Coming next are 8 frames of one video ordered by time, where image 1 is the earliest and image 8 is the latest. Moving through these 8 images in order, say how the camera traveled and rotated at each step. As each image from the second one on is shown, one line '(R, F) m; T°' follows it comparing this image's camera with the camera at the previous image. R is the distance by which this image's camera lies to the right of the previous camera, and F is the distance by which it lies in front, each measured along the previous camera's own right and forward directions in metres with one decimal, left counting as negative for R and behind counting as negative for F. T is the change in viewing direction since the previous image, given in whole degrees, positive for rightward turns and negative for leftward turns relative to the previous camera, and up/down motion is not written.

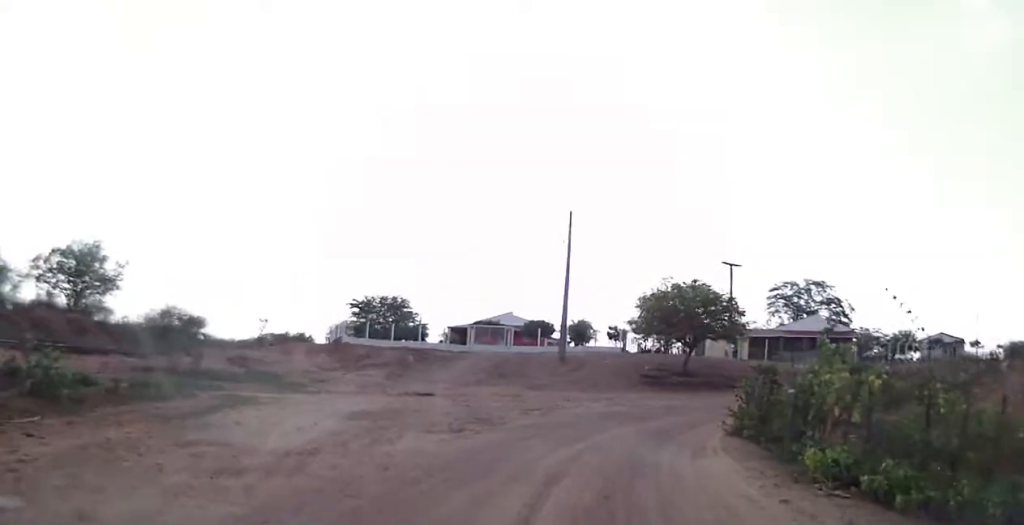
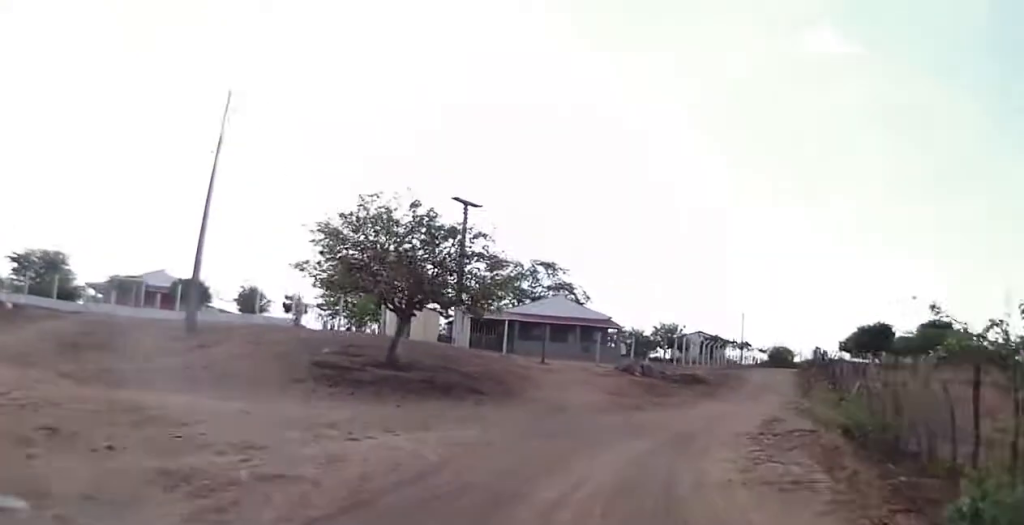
(+1.8, +18.2) m; +16°
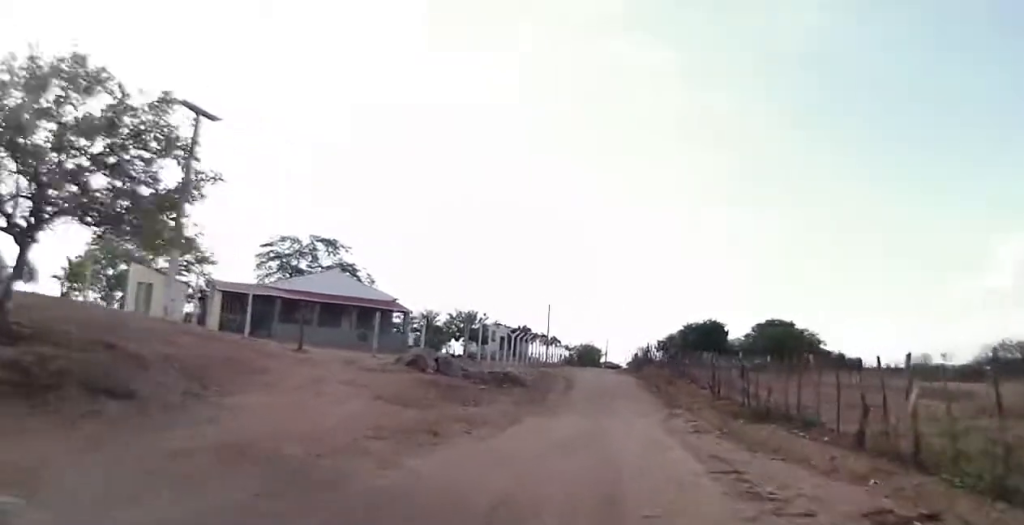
(+1.9, +10.4) m; +18°
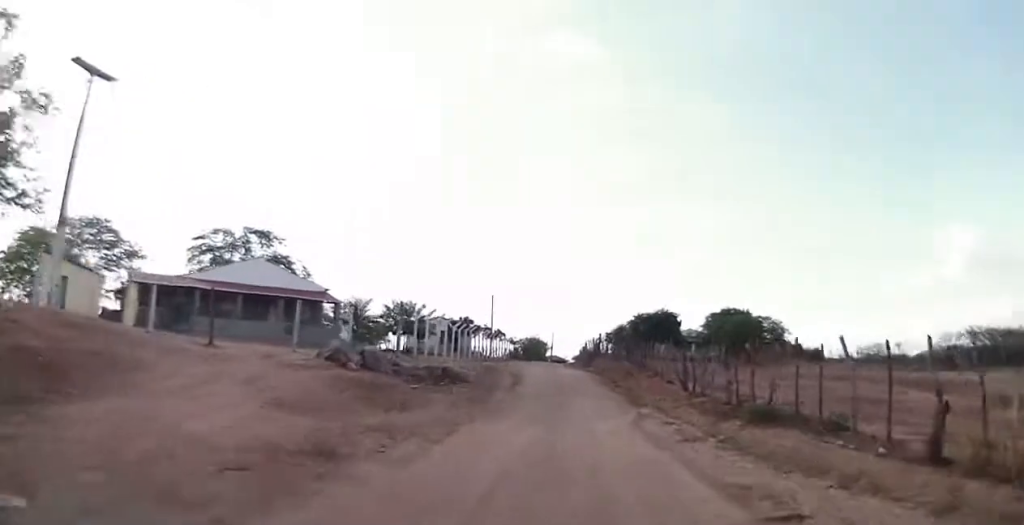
(+0.1, +3.5) m; +5°
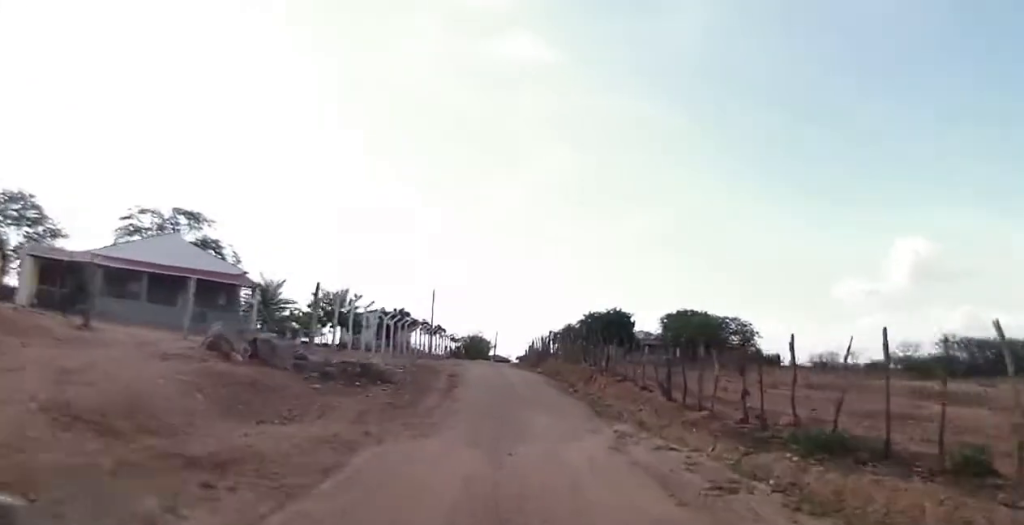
(+0.3, +4.8) m; +6°
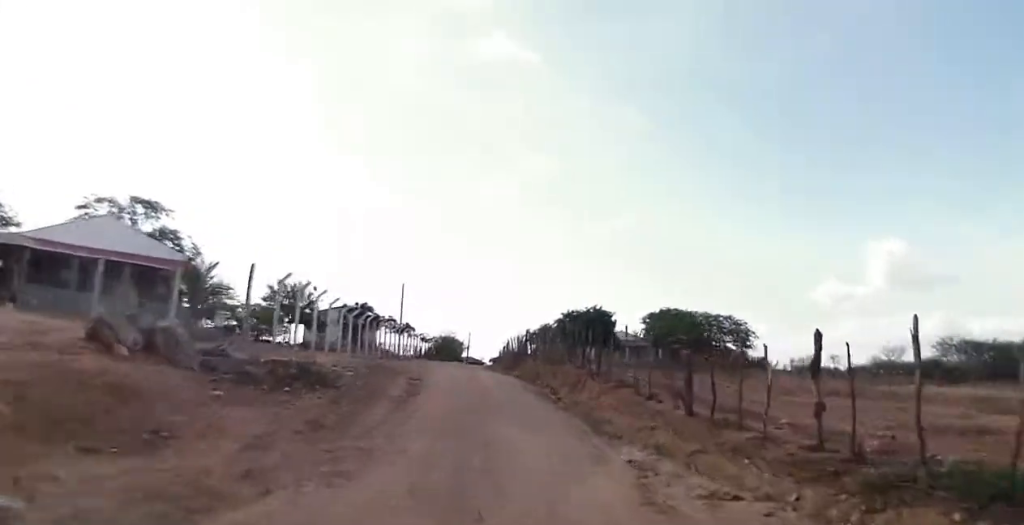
(0.0, +4.0) m; +5°
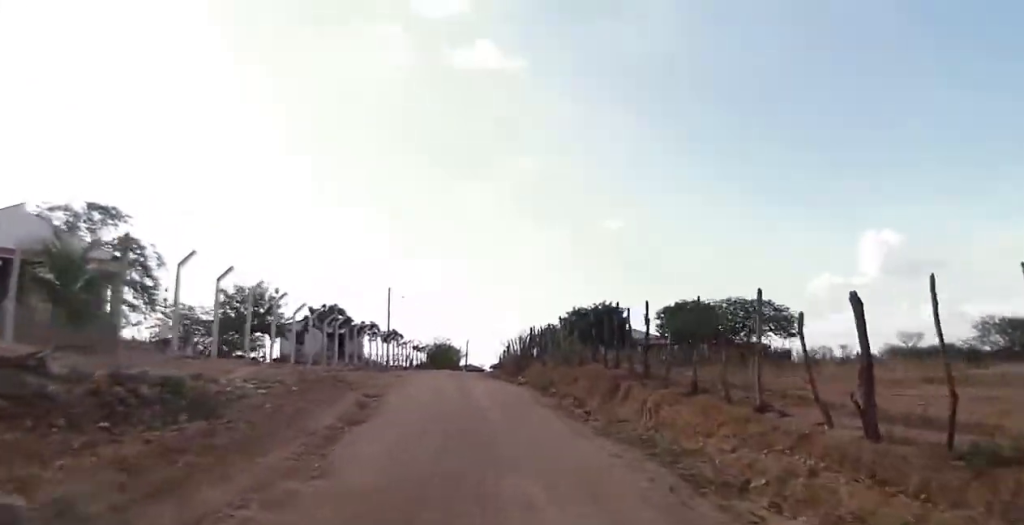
(+0.6, +6.9) m; +8°
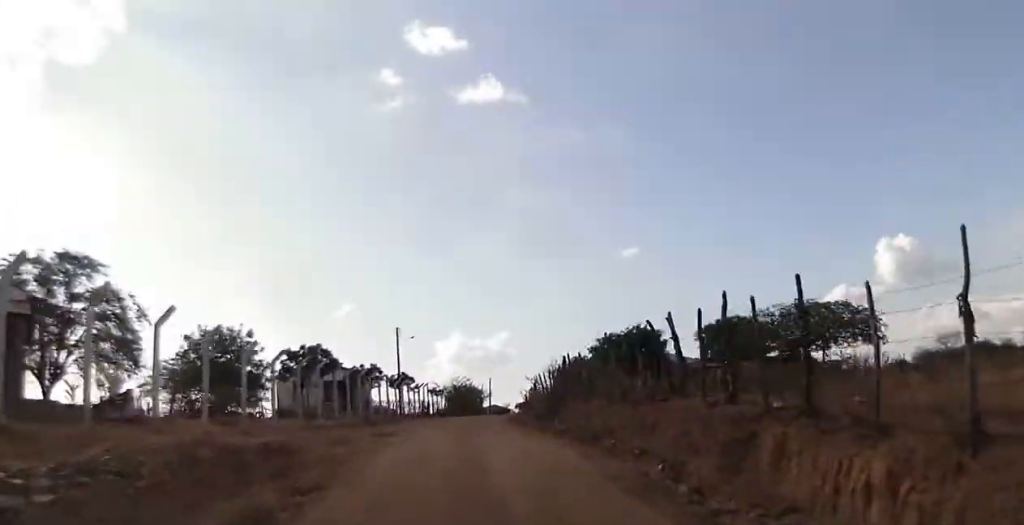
(+0.4, +6.4) m; +4°
